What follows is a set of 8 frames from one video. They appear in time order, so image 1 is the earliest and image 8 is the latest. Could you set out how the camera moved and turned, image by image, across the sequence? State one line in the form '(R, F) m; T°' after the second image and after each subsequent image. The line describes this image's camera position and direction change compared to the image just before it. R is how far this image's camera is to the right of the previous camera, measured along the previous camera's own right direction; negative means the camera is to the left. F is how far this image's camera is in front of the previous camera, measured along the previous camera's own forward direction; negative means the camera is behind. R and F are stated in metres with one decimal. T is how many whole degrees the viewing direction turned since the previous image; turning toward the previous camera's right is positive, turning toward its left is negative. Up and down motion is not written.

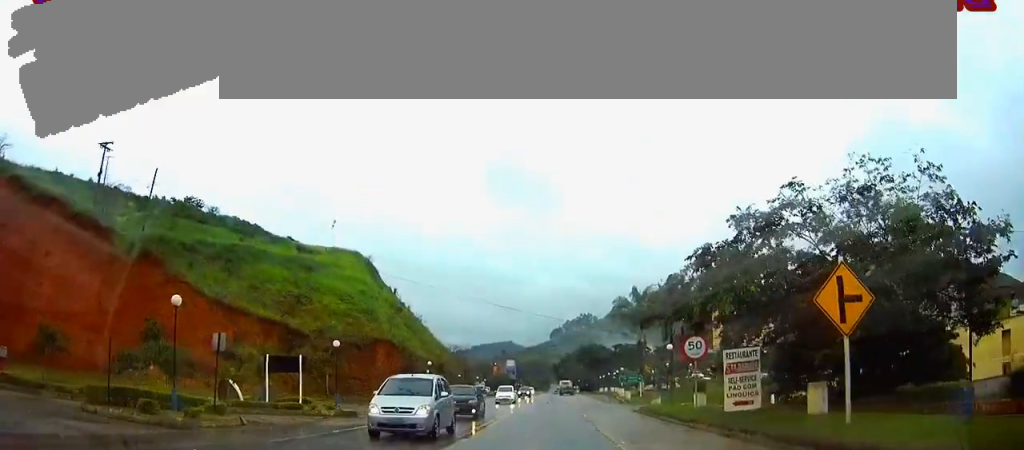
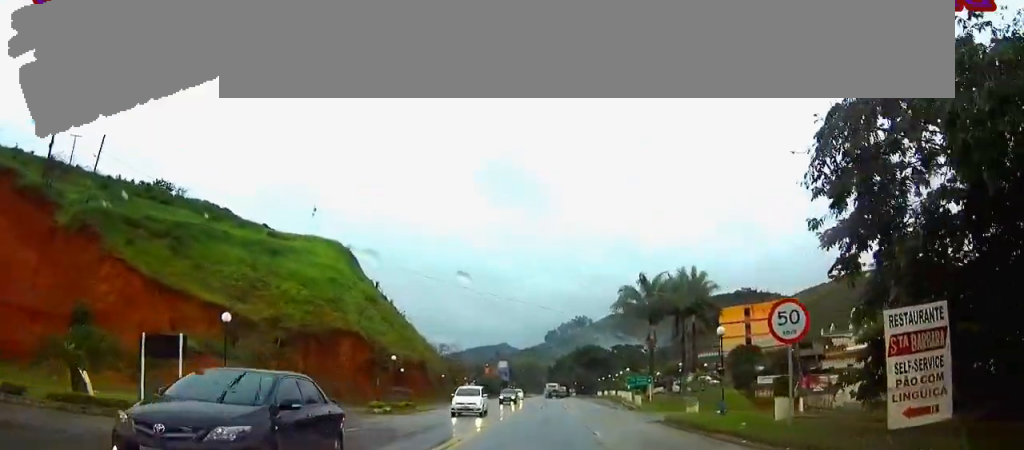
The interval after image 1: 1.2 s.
(+0.2, +10.1) m; +1°
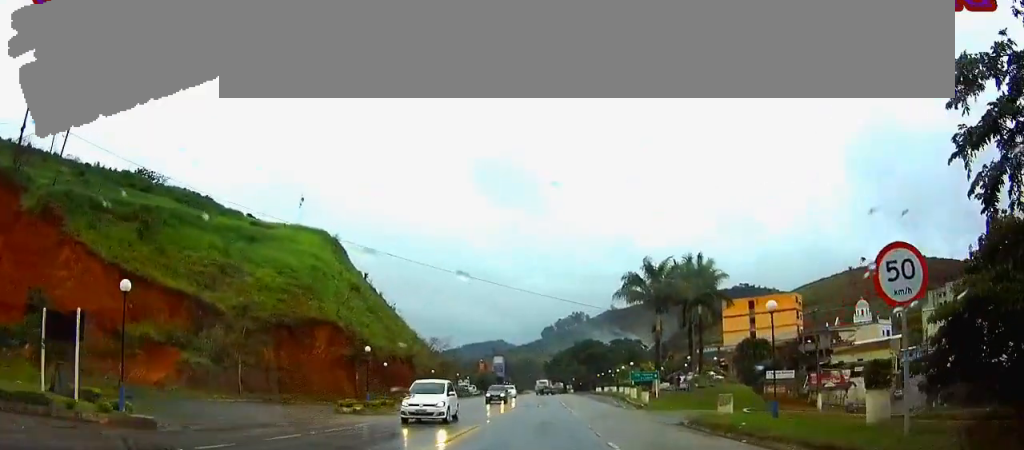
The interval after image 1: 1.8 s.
(+0.1, +5.2) m; 0°
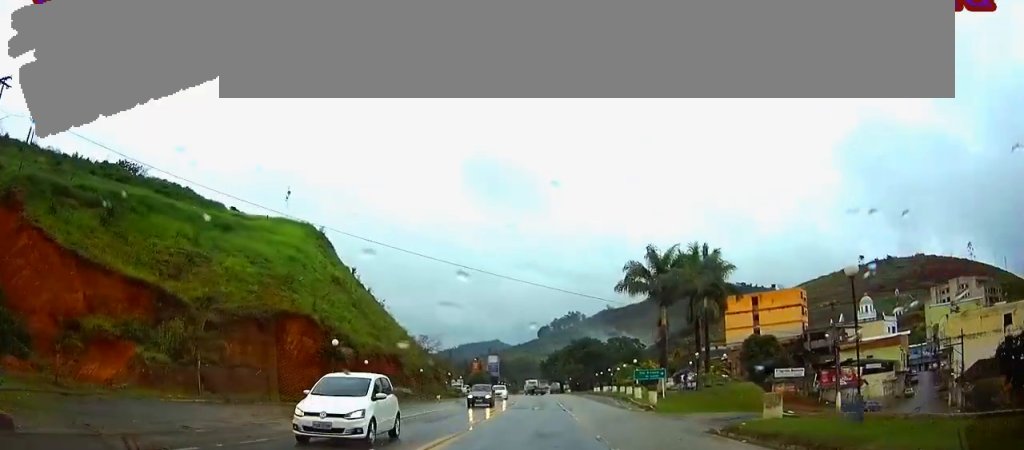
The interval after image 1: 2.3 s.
(-0.1, +4.9) m; 0°
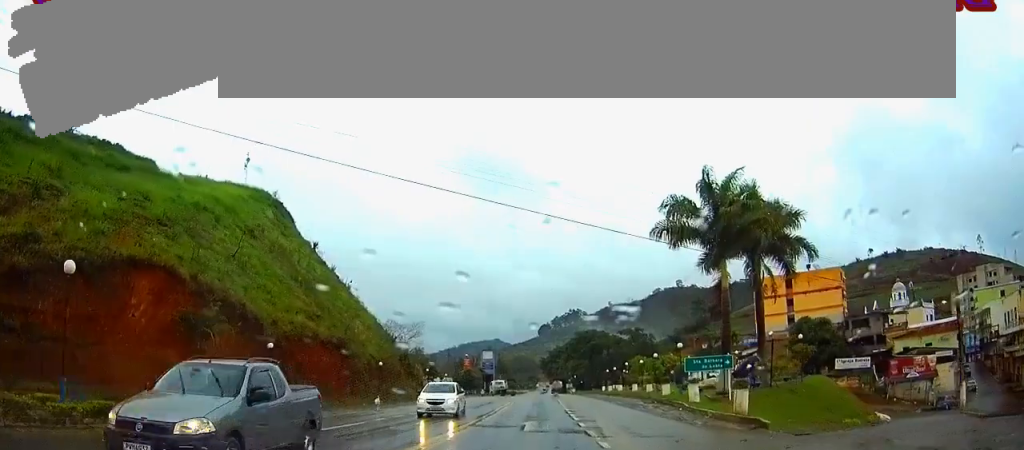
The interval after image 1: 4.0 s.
(+0.1, +18.5) m; +1°
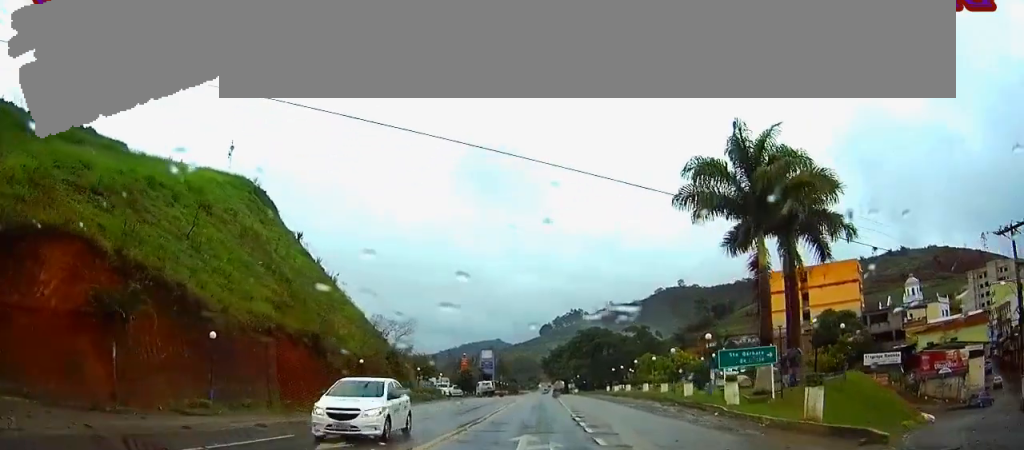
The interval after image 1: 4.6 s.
(0.0, +6.4) m; 0°
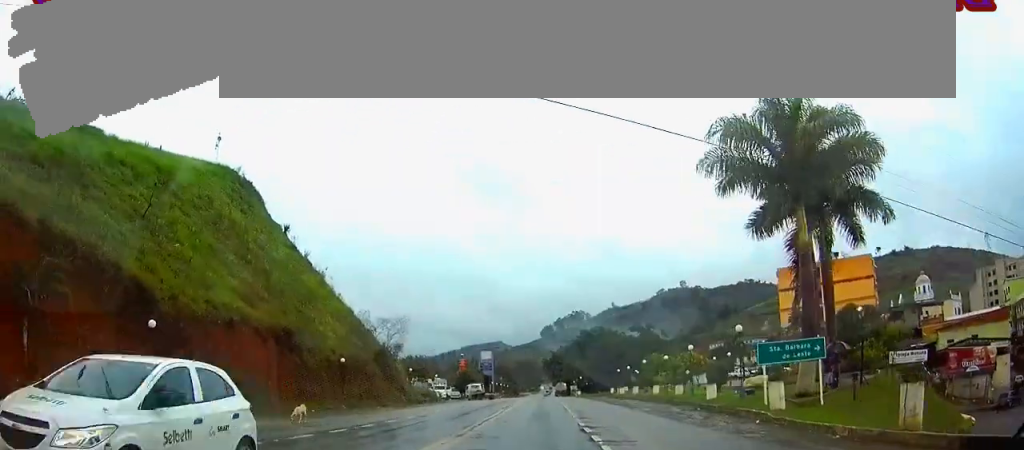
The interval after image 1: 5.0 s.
(0.0, +5.0) m; 0°
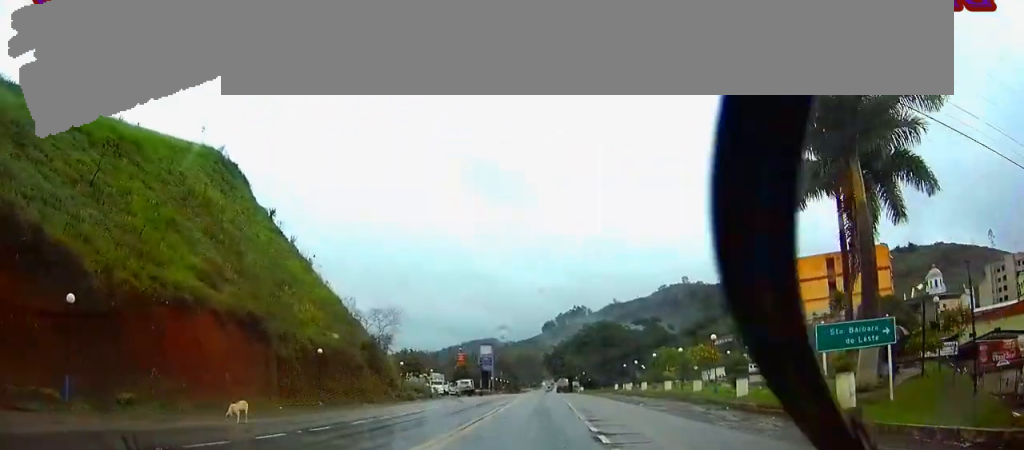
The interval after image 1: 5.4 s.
(0.0, +5.0) m; 0°
